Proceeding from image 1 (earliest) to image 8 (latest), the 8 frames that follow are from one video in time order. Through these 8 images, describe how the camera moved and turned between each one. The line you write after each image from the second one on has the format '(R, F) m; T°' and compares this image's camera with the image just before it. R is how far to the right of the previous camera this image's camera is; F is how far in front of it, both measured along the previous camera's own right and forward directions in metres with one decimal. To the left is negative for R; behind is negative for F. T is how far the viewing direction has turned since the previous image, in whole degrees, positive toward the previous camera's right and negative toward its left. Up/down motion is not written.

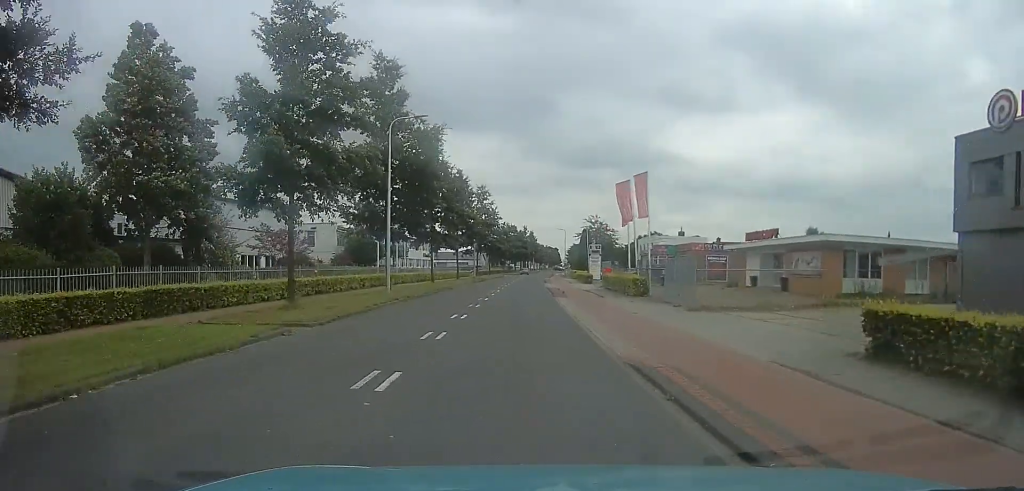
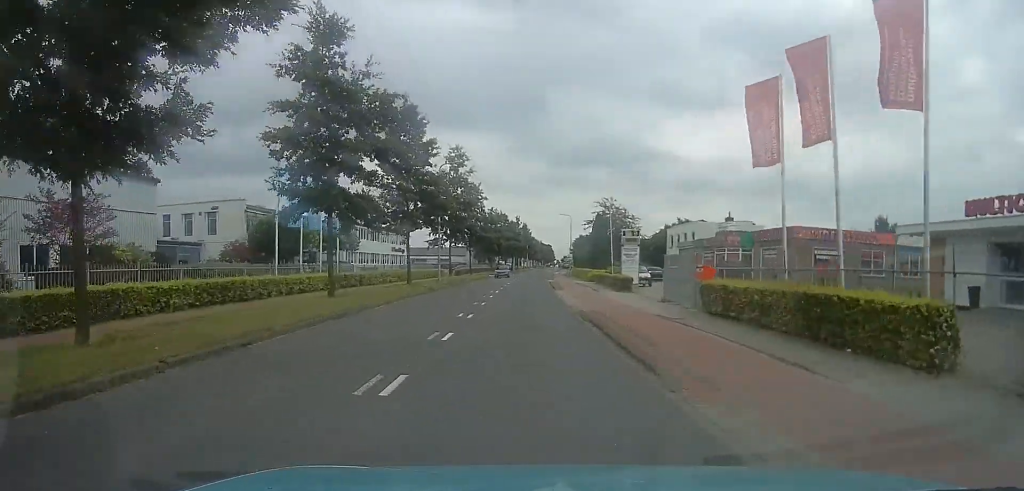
(0.0, +20.4) m; 0°
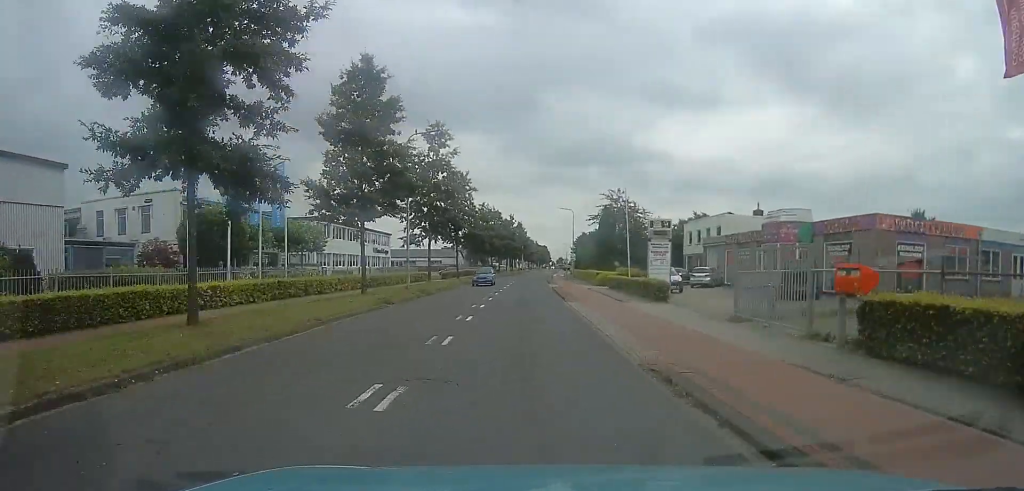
(0.0, +8.3) m; +1°
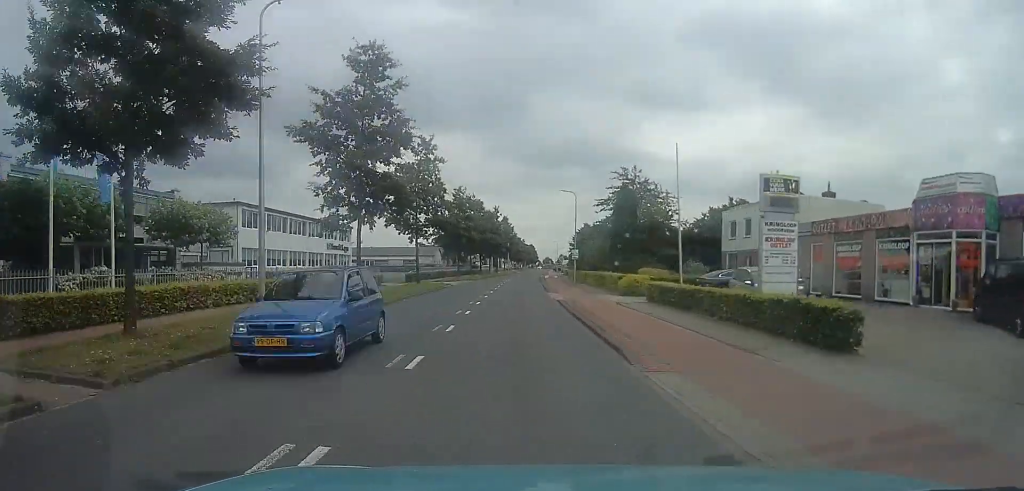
(+0.3, +14.0) m; +2°
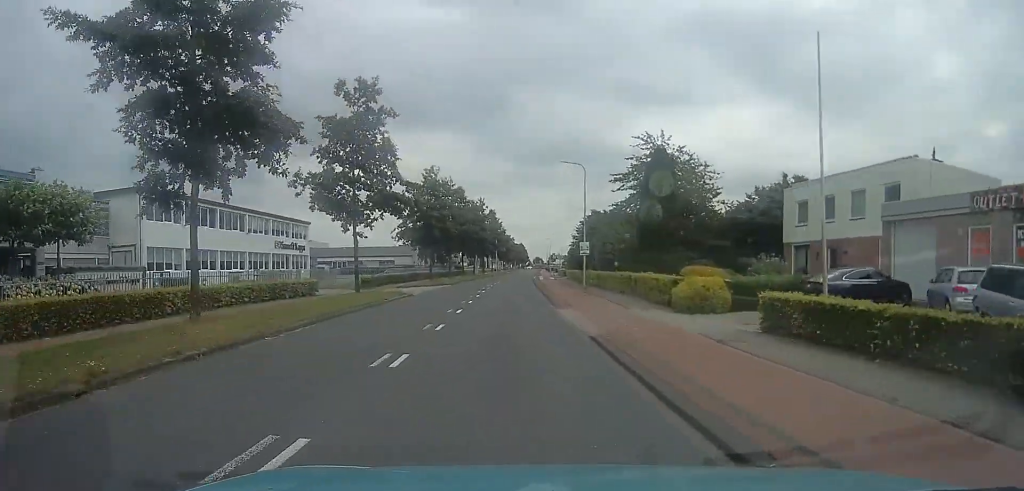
(+0.2, +11.8) m; +1°
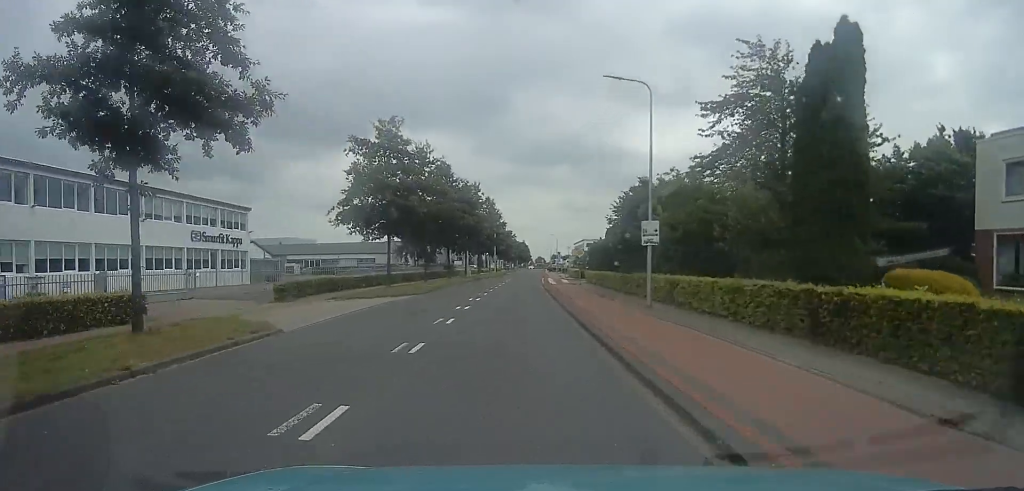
(0.0, +15.2) m; -1°
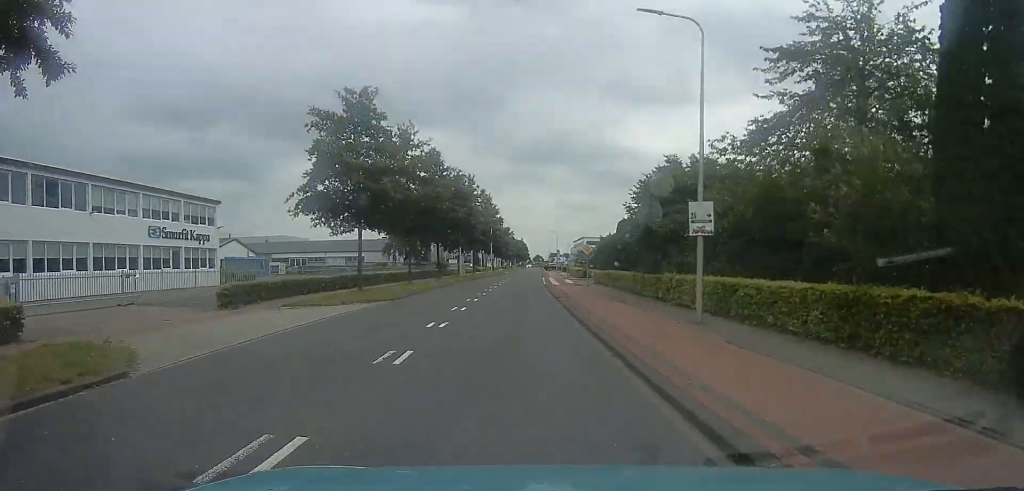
(+0.1, +5.2) m; -1°
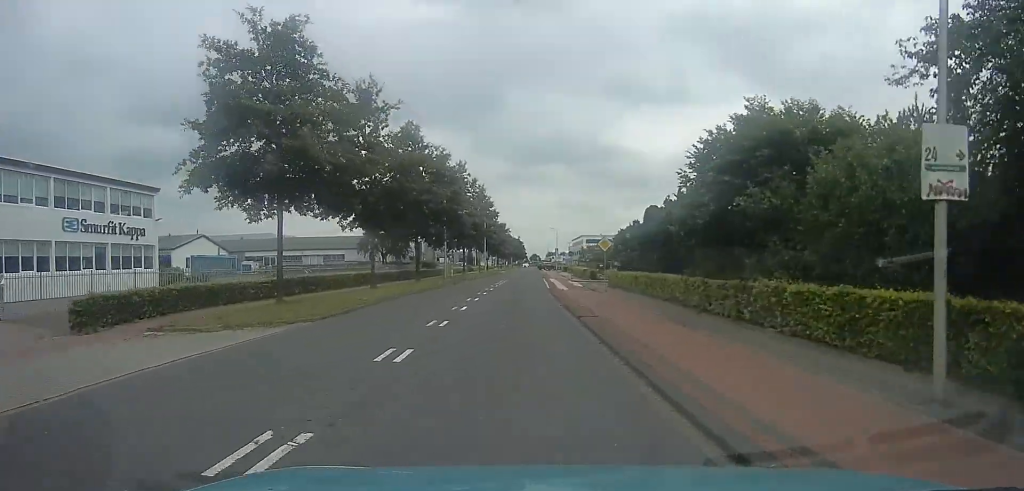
(-0.3, +8.2) m; -2°
